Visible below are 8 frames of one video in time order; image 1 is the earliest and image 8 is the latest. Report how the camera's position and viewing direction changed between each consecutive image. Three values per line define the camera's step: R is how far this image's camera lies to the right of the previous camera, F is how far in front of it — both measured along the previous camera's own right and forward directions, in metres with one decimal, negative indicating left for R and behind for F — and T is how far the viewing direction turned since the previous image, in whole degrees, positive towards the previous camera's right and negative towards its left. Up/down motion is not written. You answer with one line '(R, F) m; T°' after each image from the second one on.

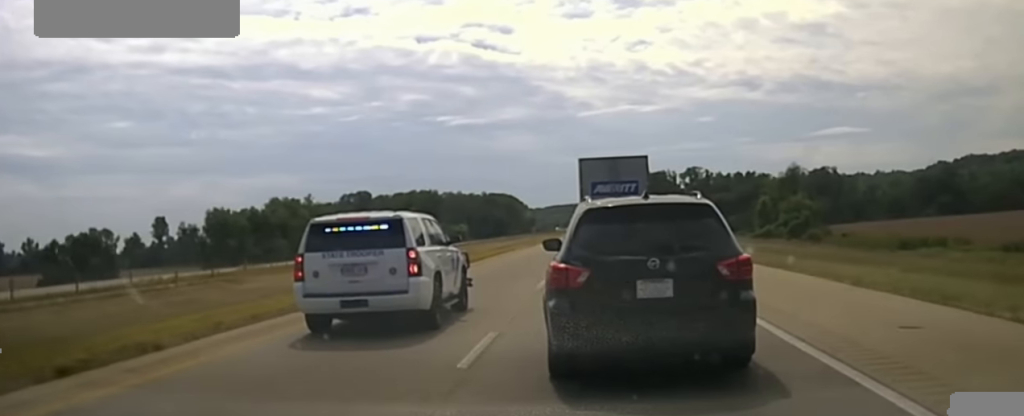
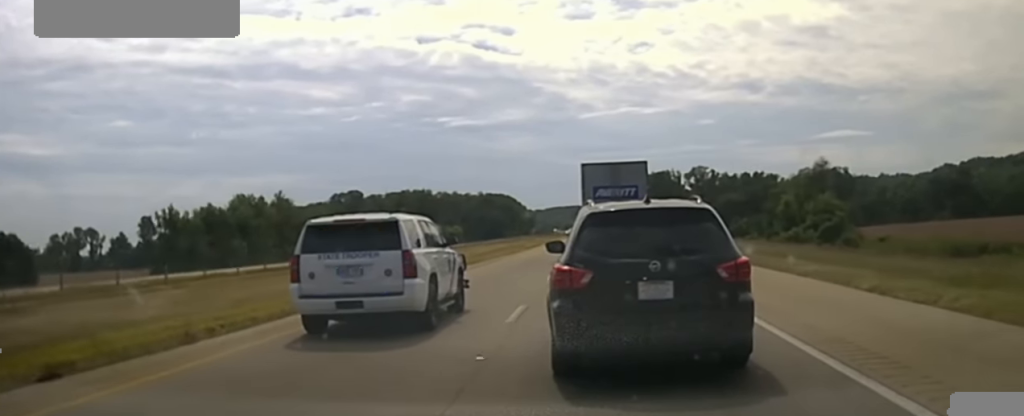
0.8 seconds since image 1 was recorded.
(0.0, +18.6) m; 0°
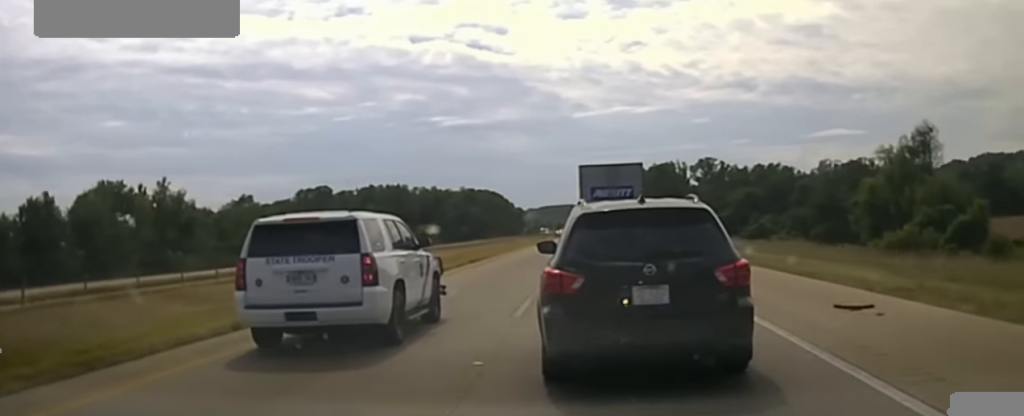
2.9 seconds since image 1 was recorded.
(0.0, +46.0) m; 0°
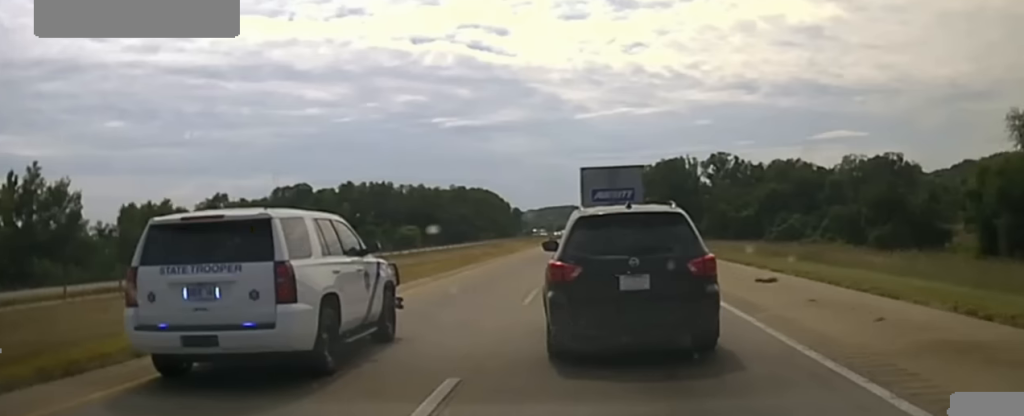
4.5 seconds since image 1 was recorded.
(-0.2, +33.3) m; 0°
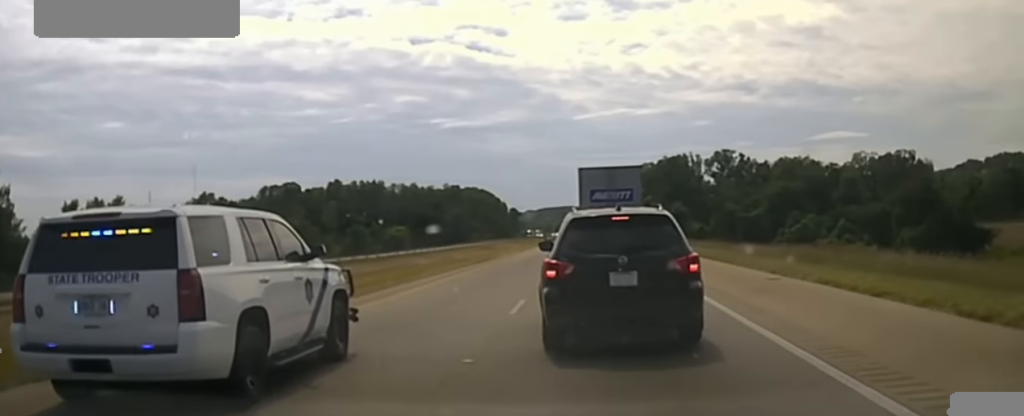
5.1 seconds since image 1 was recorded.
(0.0, +13.7) m; 0°
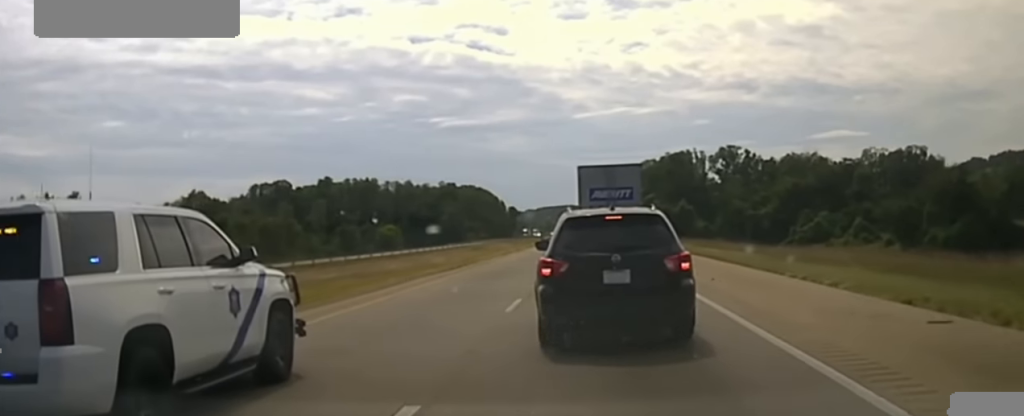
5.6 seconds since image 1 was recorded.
(0.0, +11.2) m; 0°
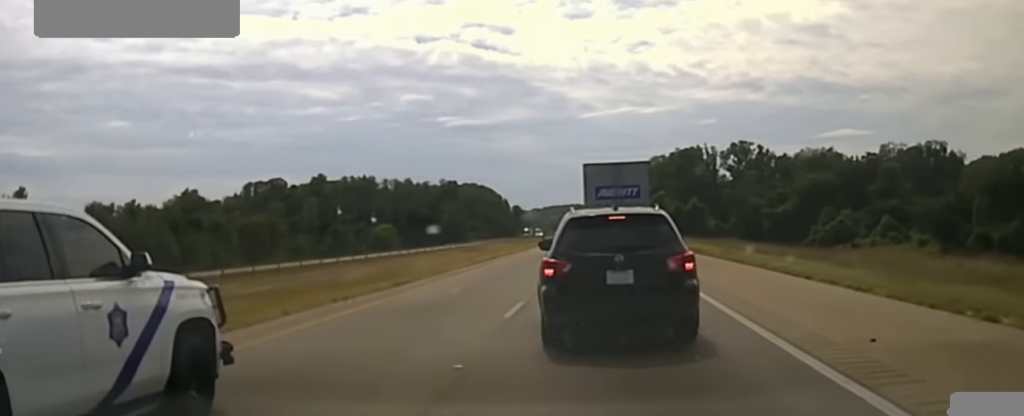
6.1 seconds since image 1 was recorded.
(0.0, +11.9) m; -3°
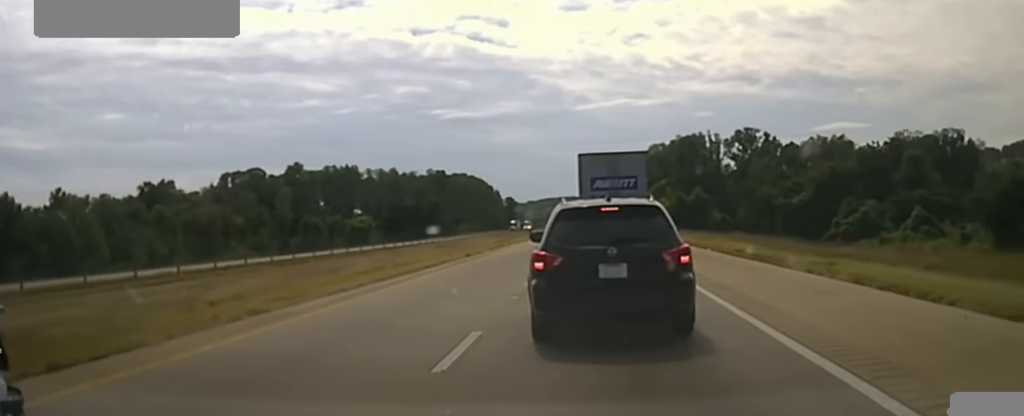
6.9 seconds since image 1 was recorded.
(+0.2, +14.8) m; -6°
